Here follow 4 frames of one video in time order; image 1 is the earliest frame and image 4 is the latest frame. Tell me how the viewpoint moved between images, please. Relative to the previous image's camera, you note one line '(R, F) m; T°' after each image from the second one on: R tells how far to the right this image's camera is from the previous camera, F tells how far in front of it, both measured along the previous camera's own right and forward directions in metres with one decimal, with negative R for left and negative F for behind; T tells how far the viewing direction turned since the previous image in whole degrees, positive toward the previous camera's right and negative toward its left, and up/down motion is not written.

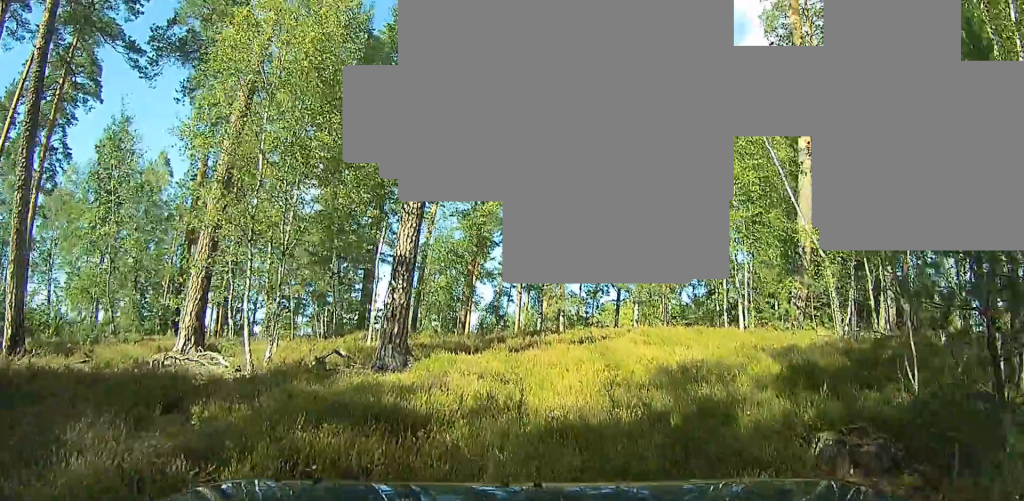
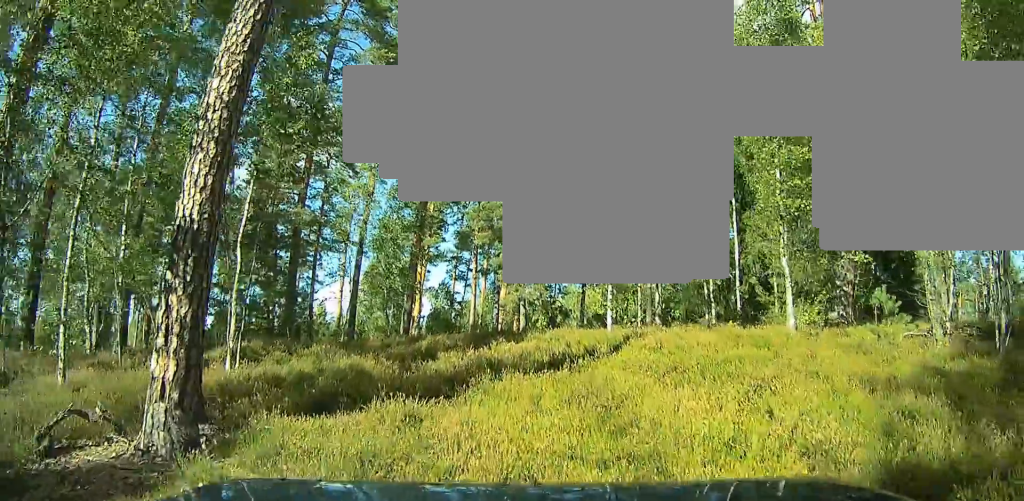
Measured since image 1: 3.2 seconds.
(+0.1, +4.3) m; 0°
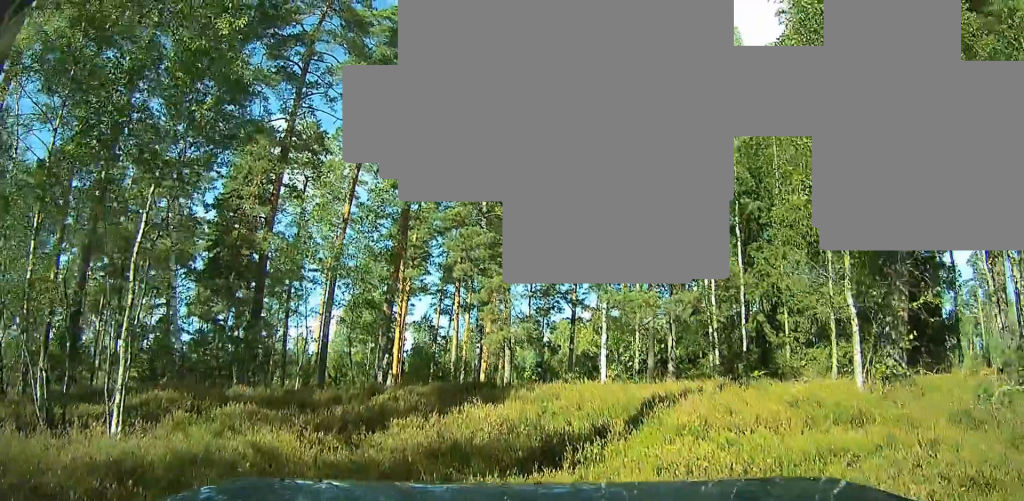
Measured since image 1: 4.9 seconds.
(+0.1, +3.0) m; +3°
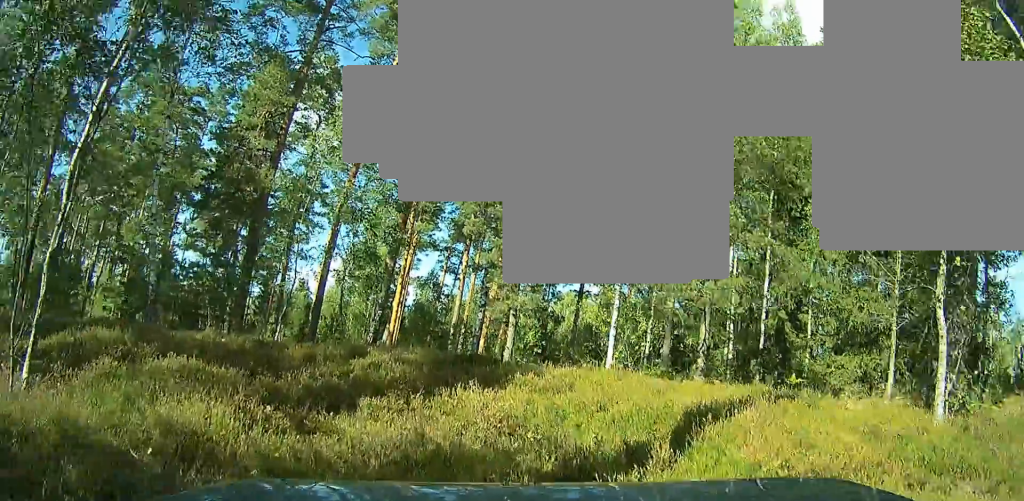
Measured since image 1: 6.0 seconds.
(0.0, +2.1) m; -3°
